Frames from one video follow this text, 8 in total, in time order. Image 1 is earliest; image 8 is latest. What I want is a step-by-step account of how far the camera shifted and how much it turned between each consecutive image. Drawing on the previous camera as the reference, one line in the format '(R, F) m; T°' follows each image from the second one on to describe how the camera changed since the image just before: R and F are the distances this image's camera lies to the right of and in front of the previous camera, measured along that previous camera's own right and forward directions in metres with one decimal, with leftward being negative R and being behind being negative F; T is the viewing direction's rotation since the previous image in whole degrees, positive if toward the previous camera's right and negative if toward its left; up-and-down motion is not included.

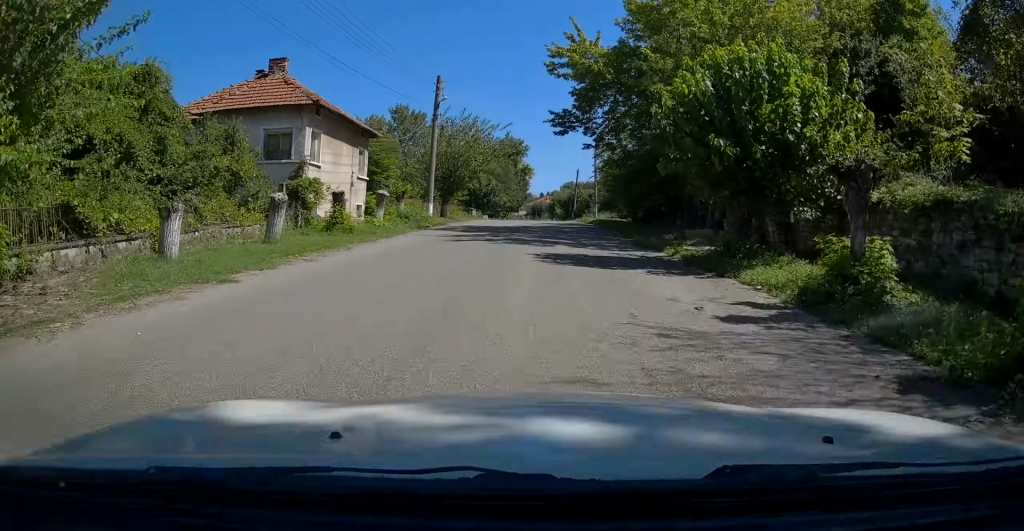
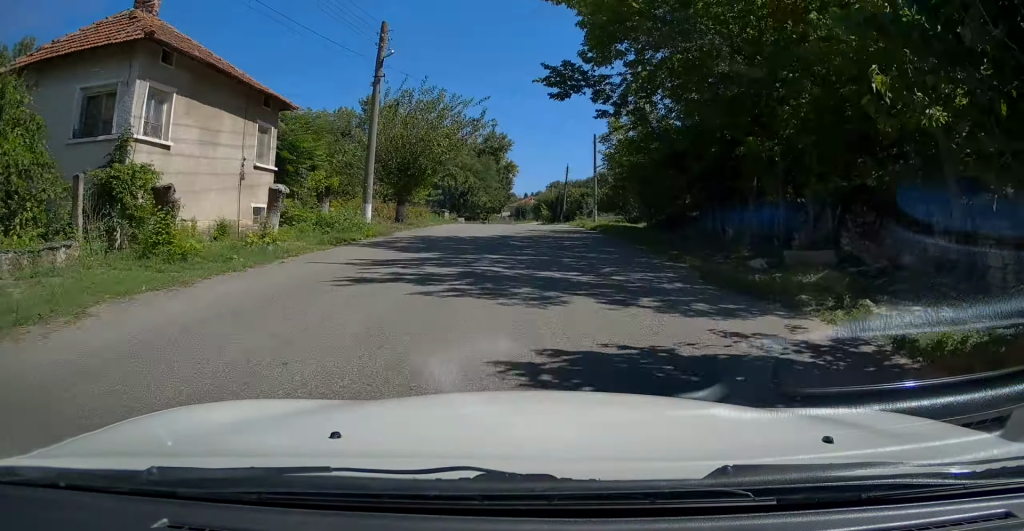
(+0.3, +9.7) m; +2°
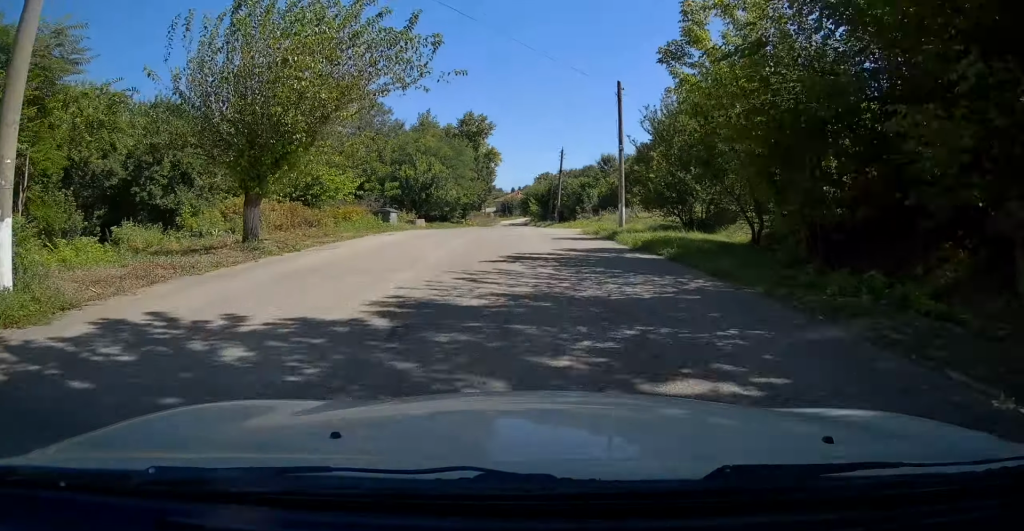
(0.0, +15.7) m; 0°
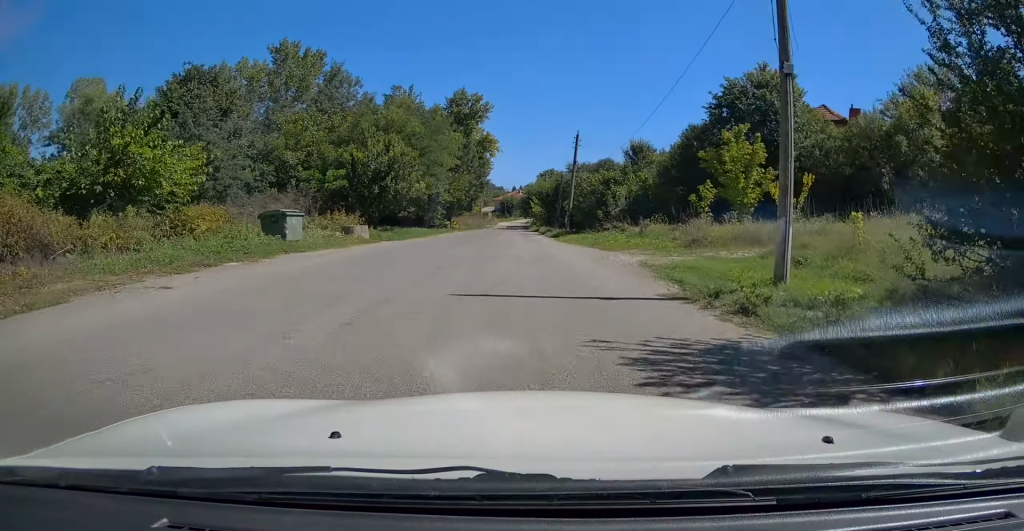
(+0.1, +15.2) m; +1°
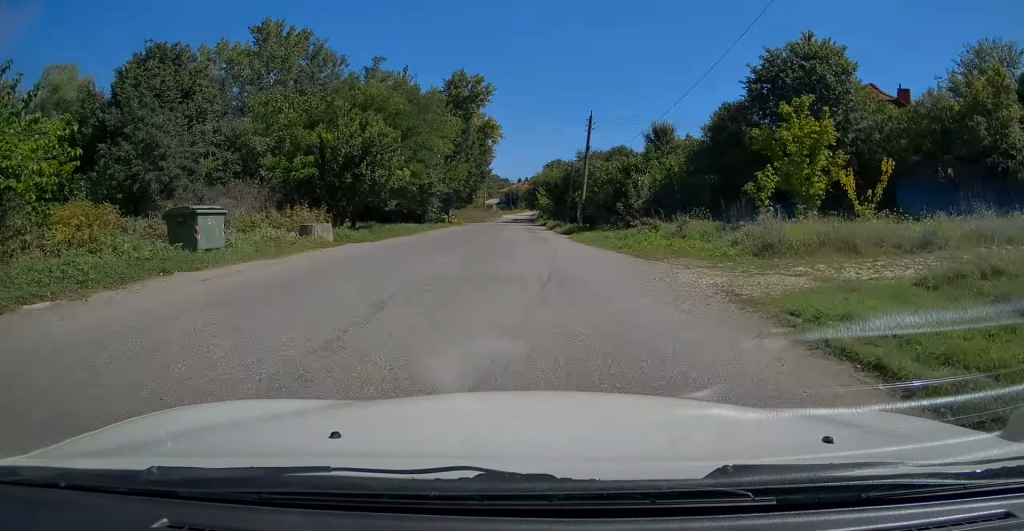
(0.0, +5.8) m; 0°
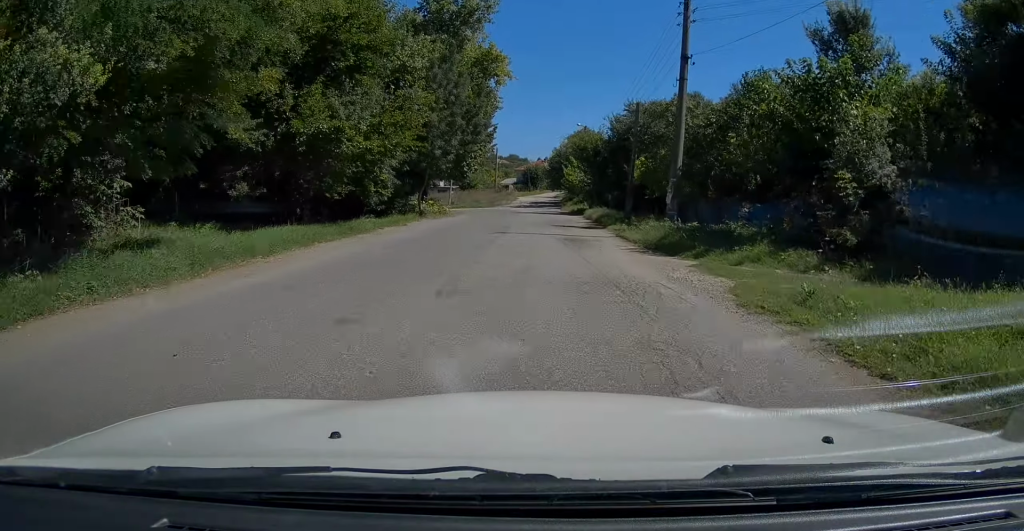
(0.0, +22.0) m; -3°
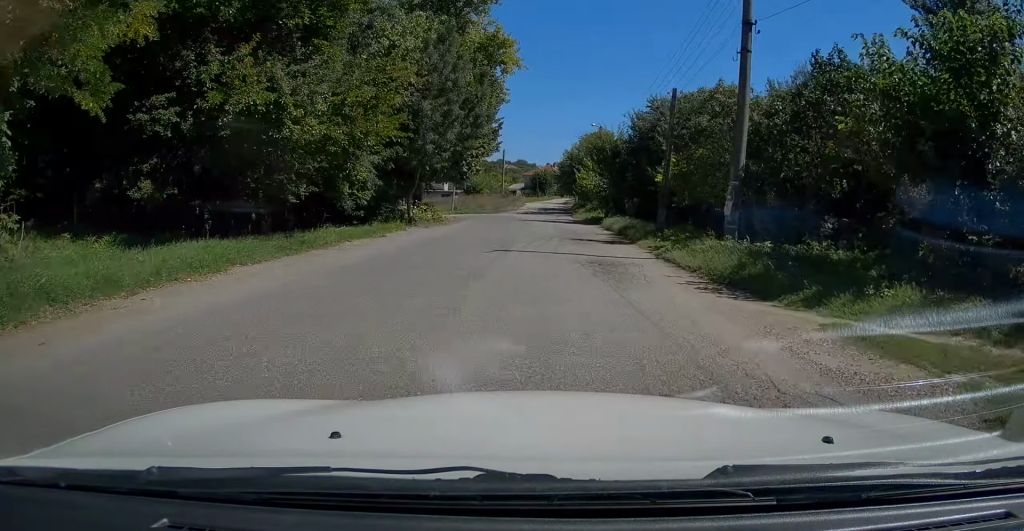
(-0.2, +4.9) m; 0°
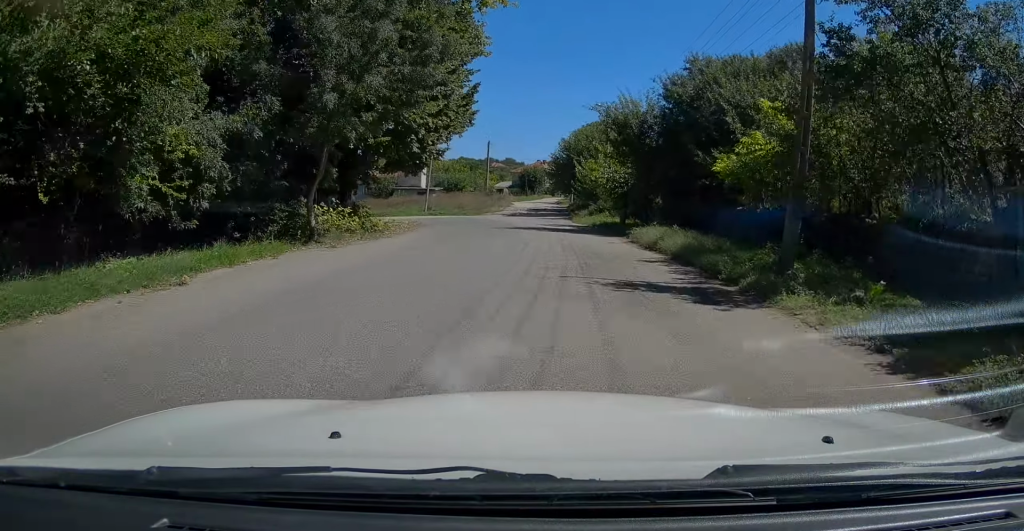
(-0.1, +11.4) m; +1°
